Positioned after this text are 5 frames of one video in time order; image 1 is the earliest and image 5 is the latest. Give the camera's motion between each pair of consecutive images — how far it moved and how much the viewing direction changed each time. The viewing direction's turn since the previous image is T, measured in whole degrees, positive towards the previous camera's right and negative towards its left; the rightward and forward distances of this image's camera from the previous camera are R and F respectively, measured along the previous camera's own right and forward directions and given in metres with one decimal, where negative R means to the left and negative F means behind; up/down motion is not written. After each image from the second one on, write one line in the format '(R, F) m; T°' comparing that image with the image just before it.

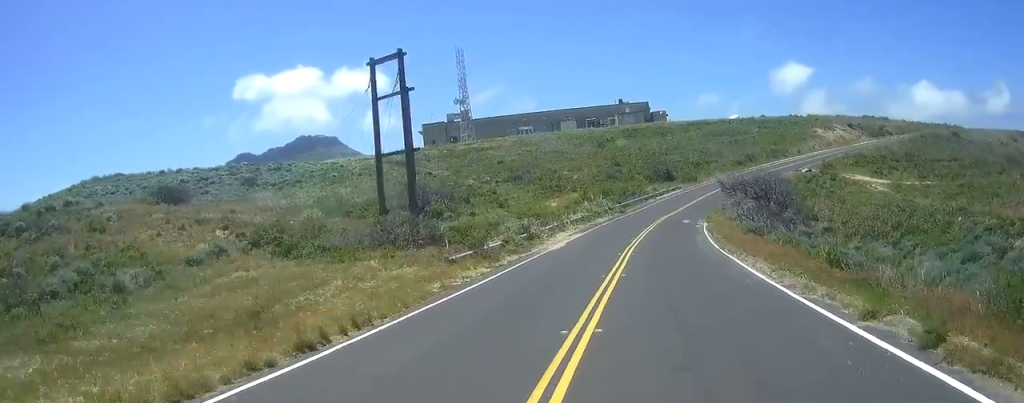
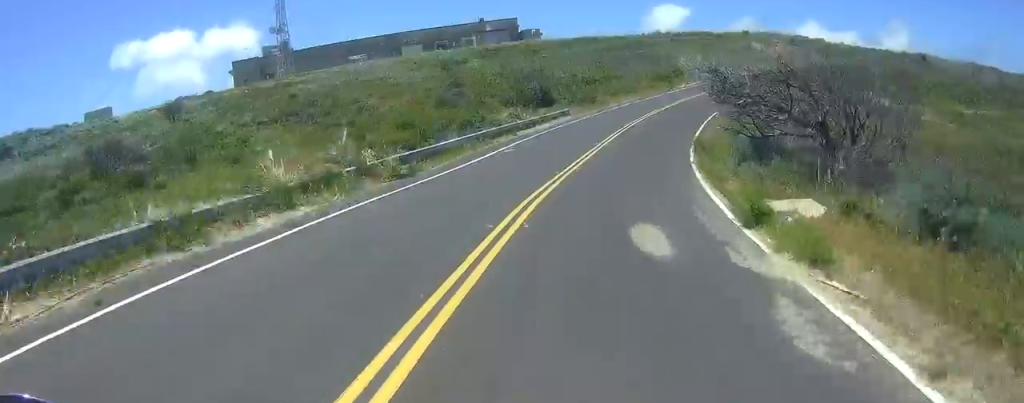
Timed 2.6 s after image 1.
(+1.7, +37.0) m; +7°
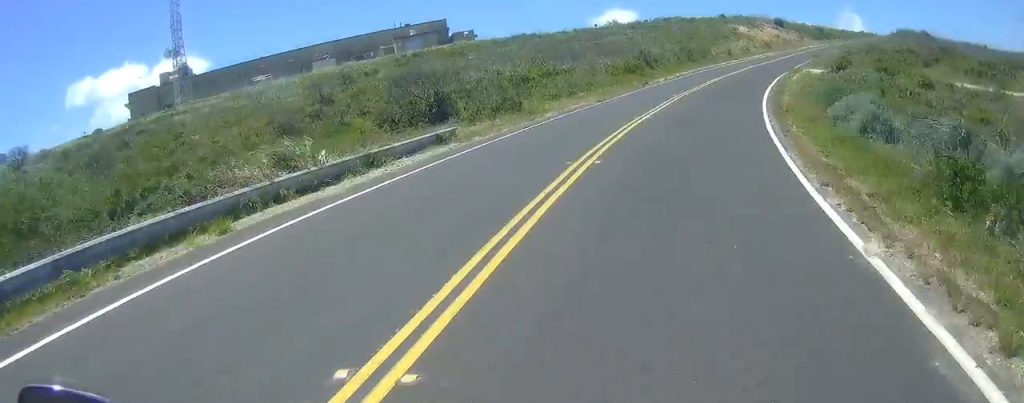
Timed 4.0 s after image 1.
(+1.3, +20.3) m; +9°
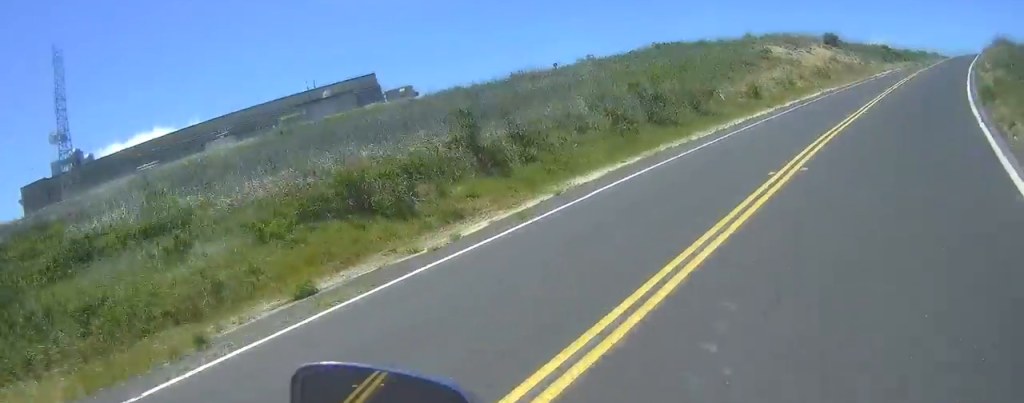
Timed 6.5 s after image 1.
(+5.4, +30.9) m; +19°
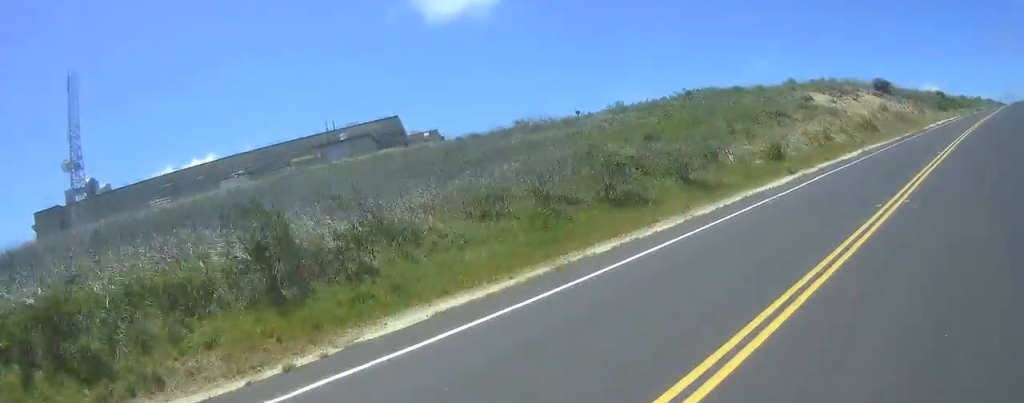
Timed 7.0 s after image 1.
(+0.1, +6.7) m; +4°
